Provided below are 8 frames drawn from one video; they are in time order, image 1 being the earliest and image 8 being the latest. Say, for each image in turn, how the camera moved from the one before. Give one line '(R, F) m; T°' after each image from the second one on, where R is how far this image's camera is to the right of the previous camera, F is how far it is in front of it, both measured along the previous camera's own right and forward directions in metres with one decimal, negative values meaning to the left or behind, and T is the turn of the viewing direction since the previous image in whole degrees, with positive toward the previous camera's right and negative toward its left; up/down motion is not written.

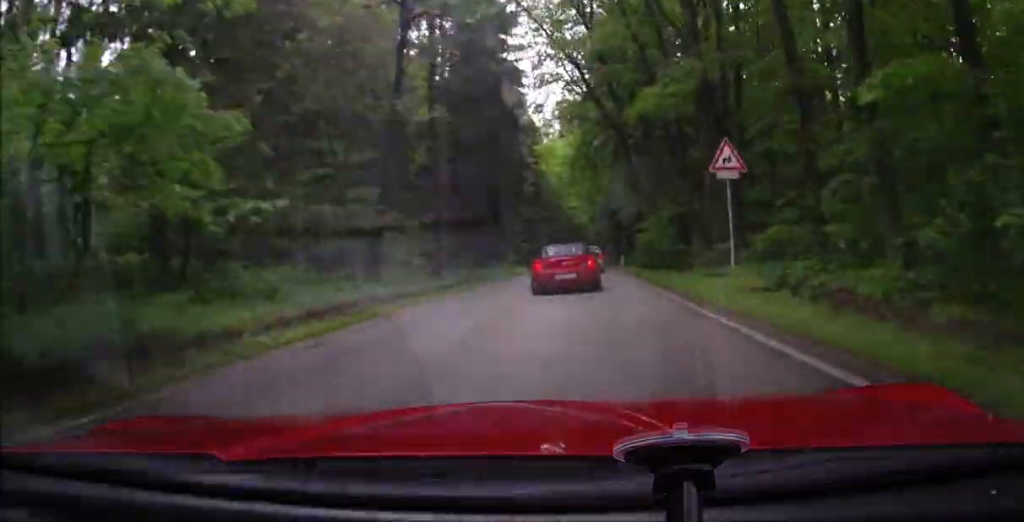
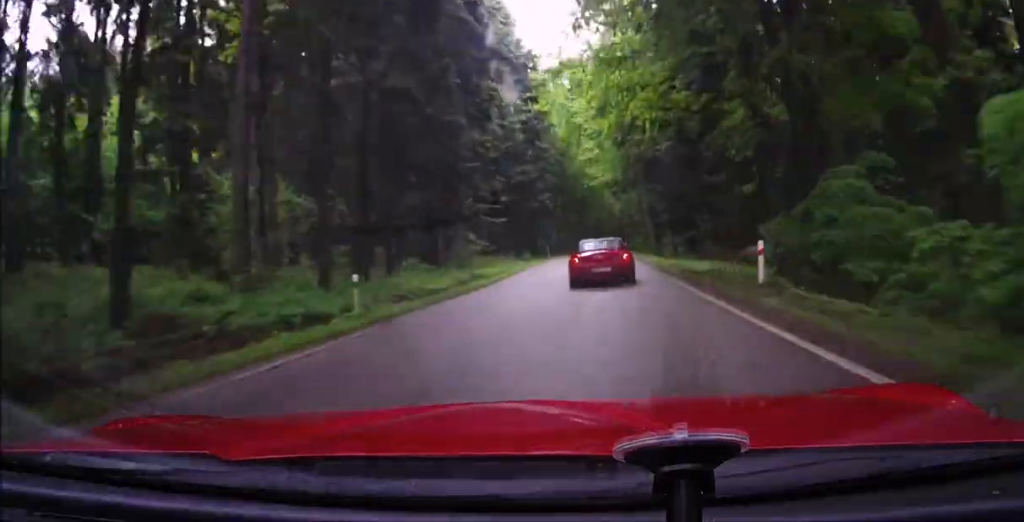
(+0.6, +33.6) m; +1°
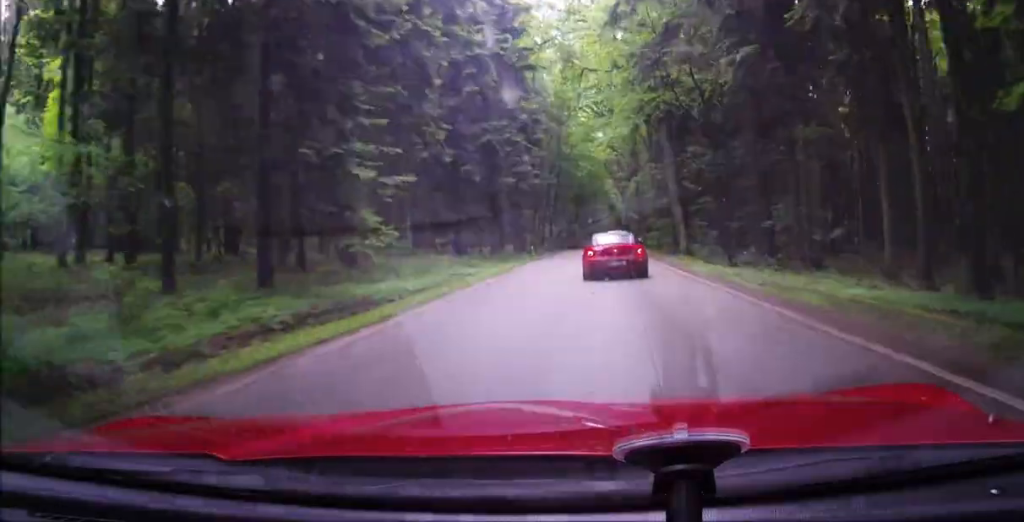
(-0.1, +18.3) m; 0°
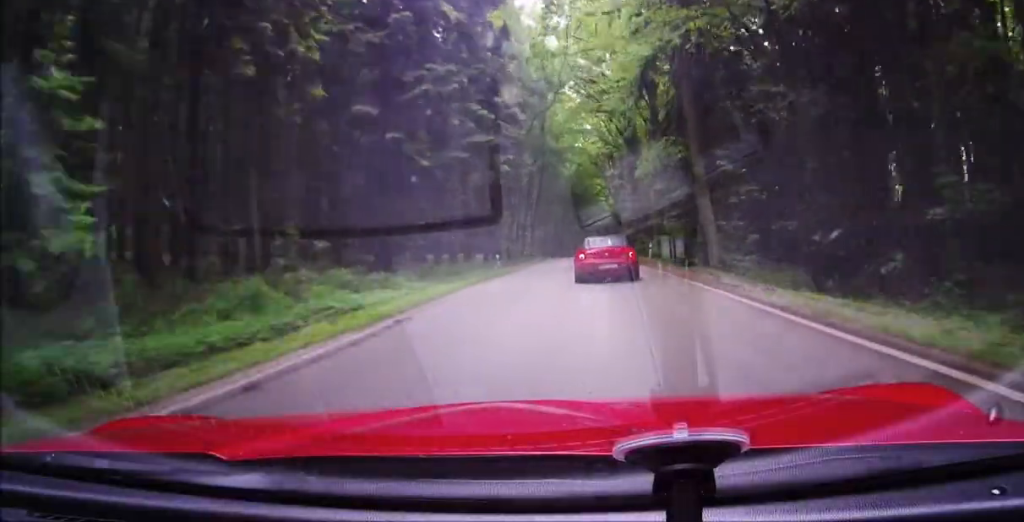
(-0.5, +12.8) m; +1°
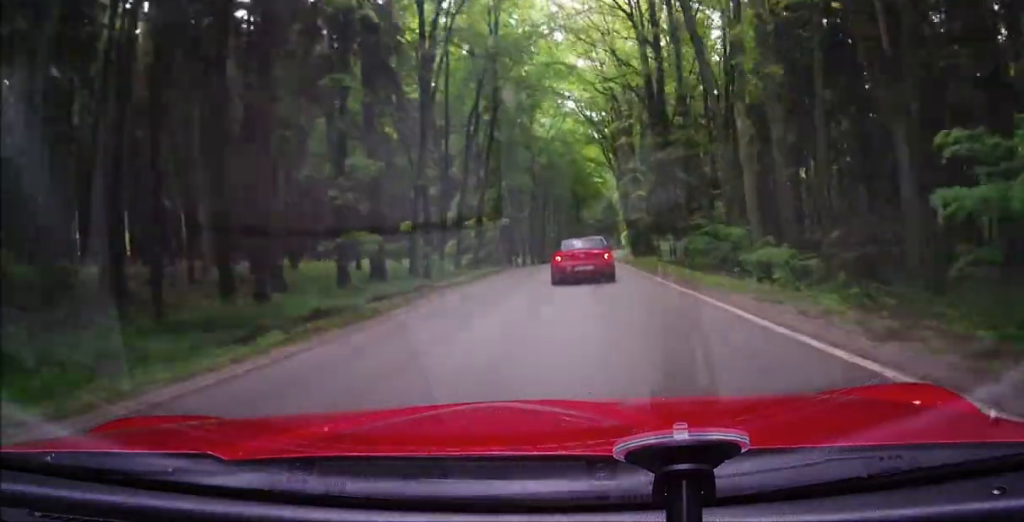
(+1.6, +34.2) m; +3°
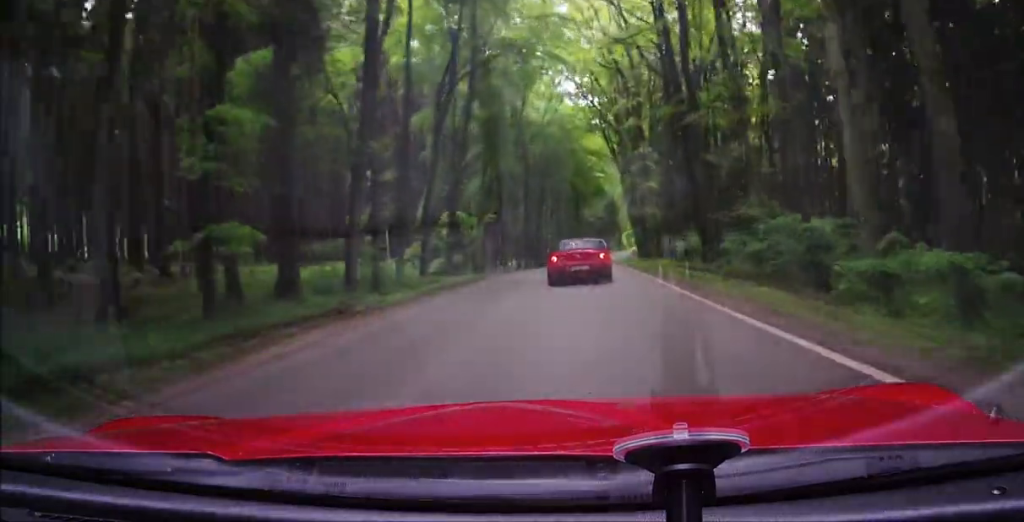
(0.0, +8.7) m; 0°
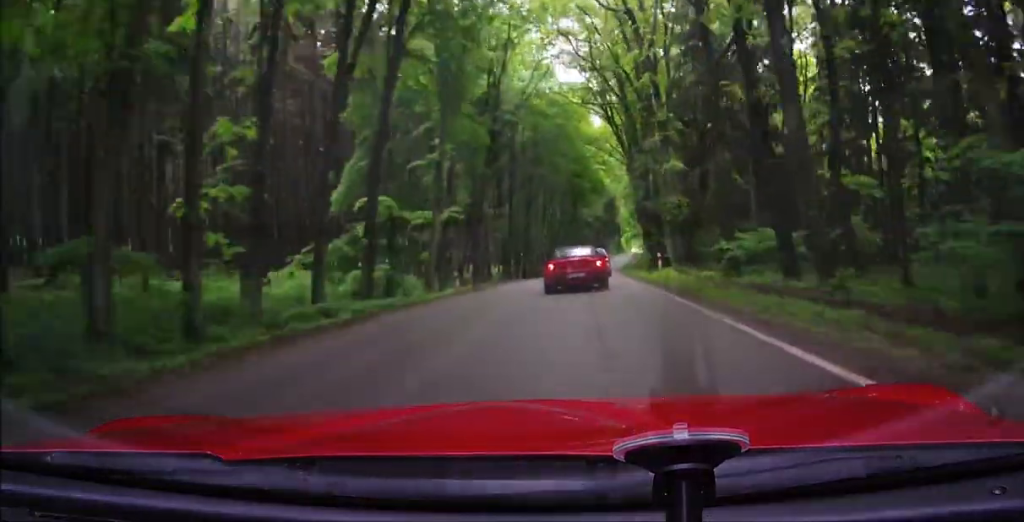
(0.0, +12.8) m; 0°
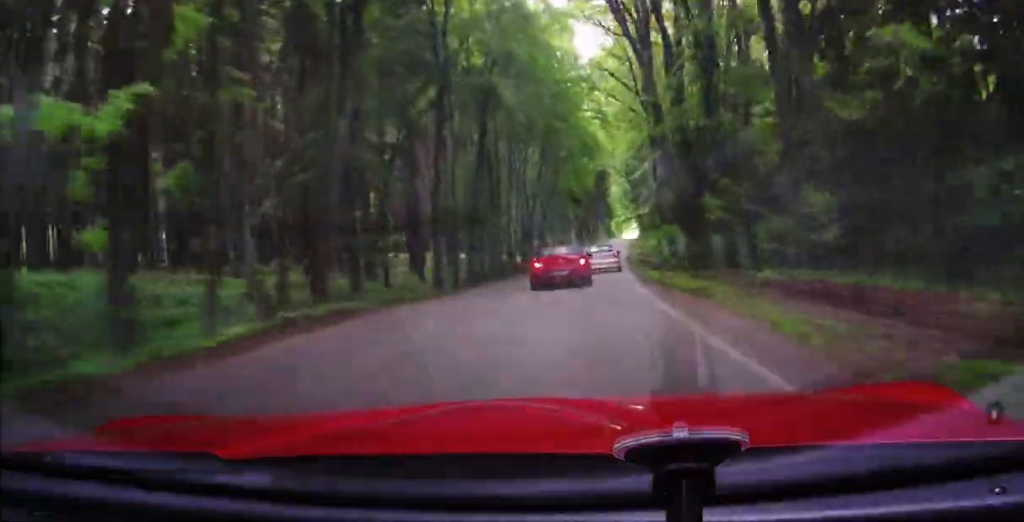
(0.0, +24.8) m; 0°
